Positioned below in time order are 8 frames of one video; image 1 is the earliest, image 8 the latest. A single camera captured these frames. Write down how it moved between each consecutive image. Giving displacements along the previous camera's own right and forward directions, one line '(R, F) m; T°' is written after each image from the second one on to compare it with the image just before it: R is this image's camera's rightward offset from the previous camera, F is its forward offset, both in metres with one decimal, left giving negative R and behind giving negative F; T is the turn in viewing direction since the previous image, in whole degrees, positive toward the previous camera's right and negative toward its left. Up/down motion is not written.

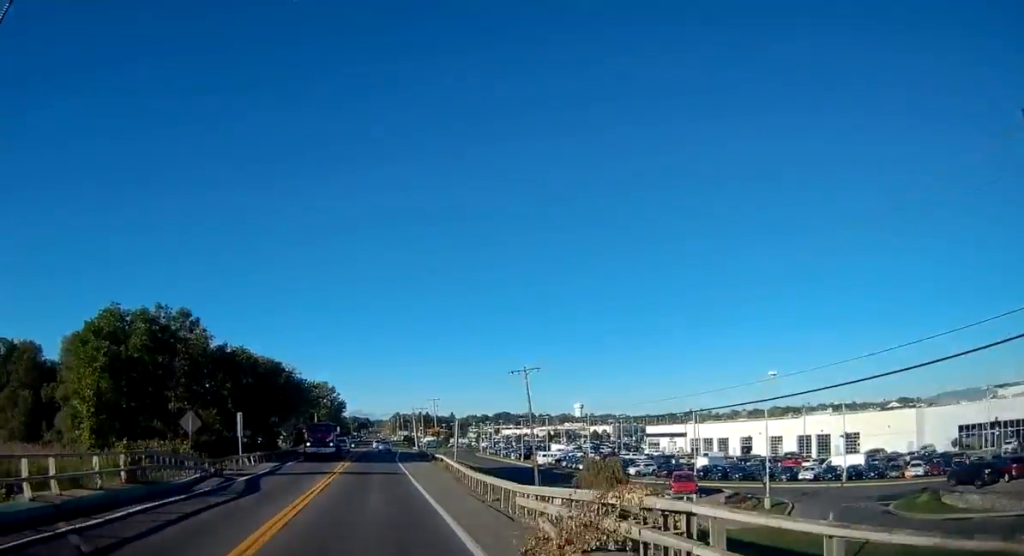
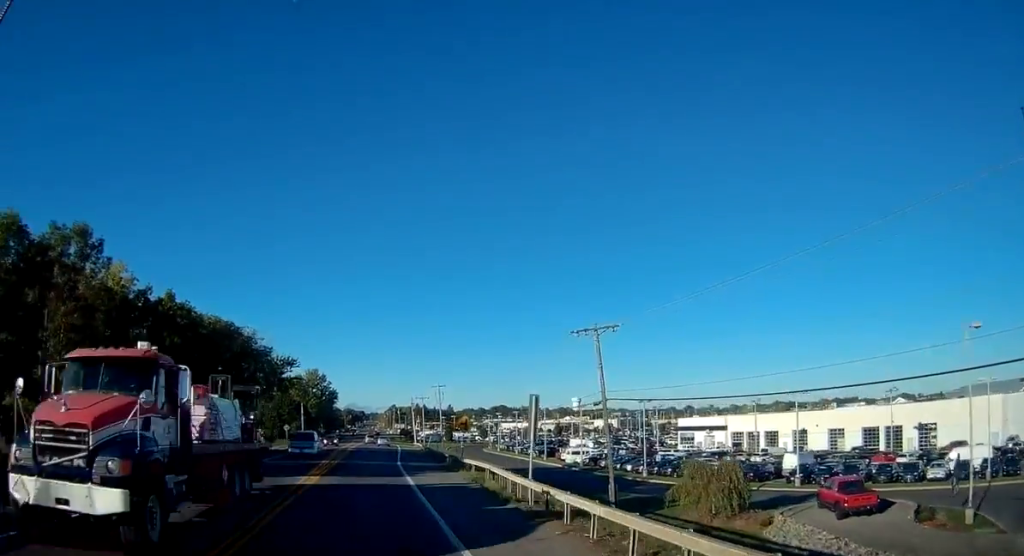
(0.0, +19.0) m; 0°
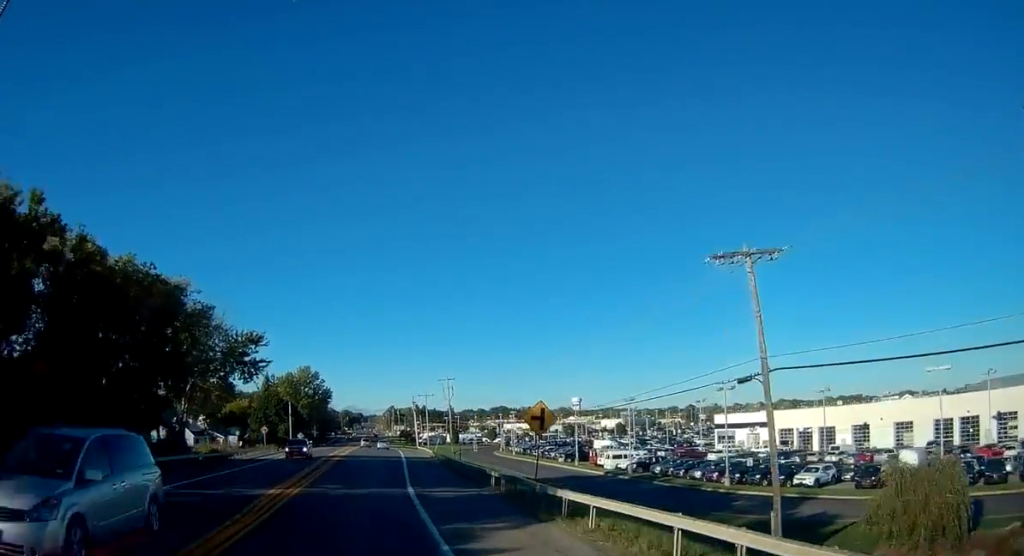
(0.0, +16.4) m; 0°
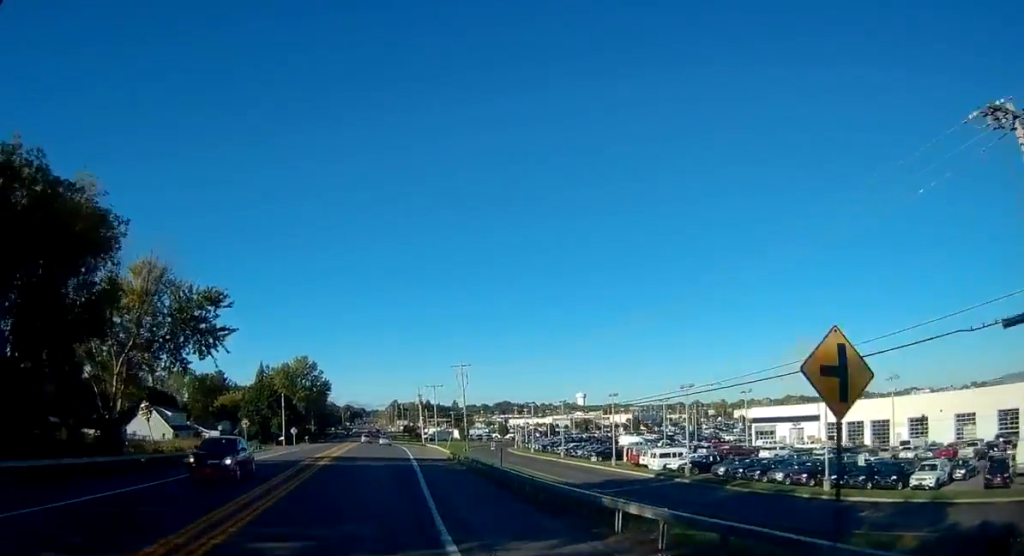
(0.0, +11.9) m; 0°
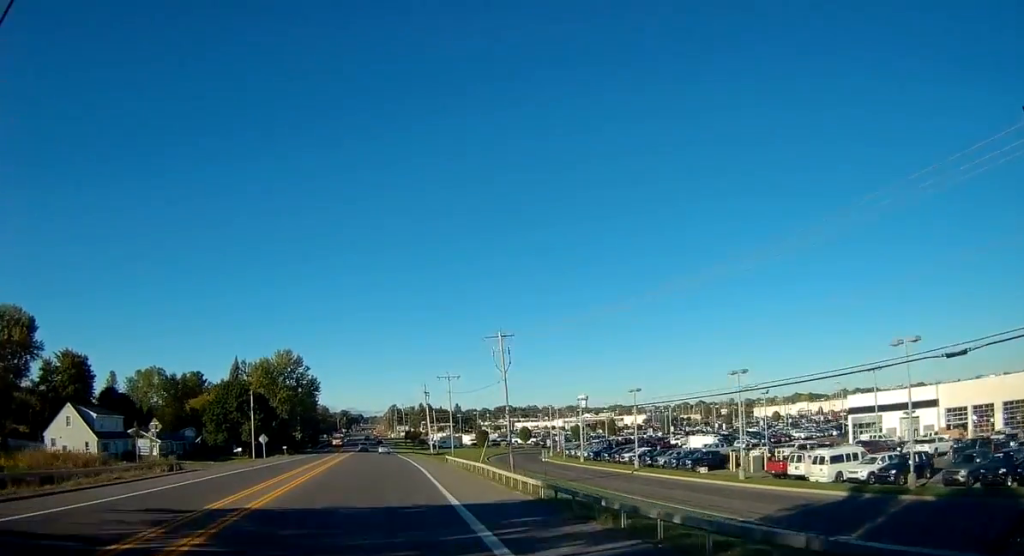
(+0.2, +26.6) m; +1°
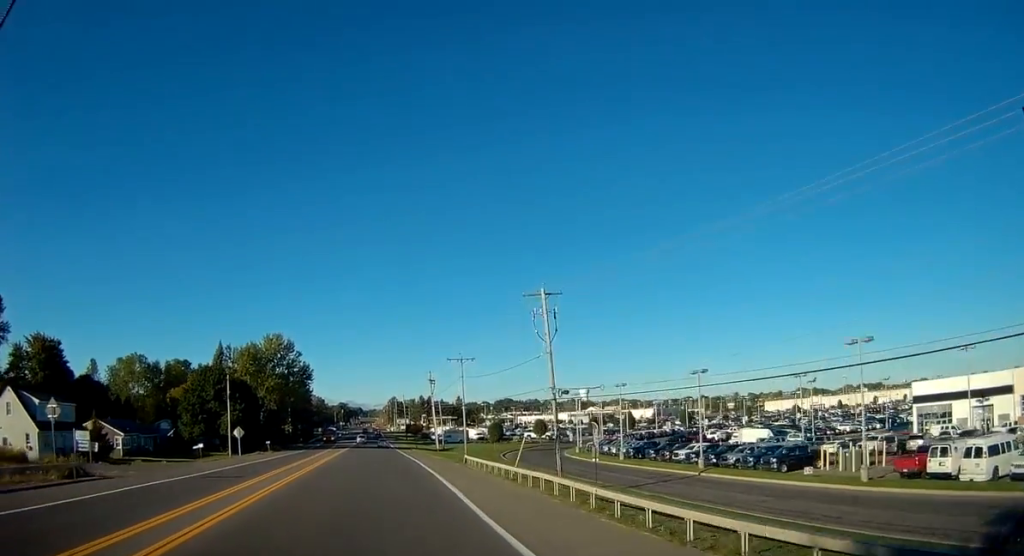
(+0.1, +13.2) m; 0°
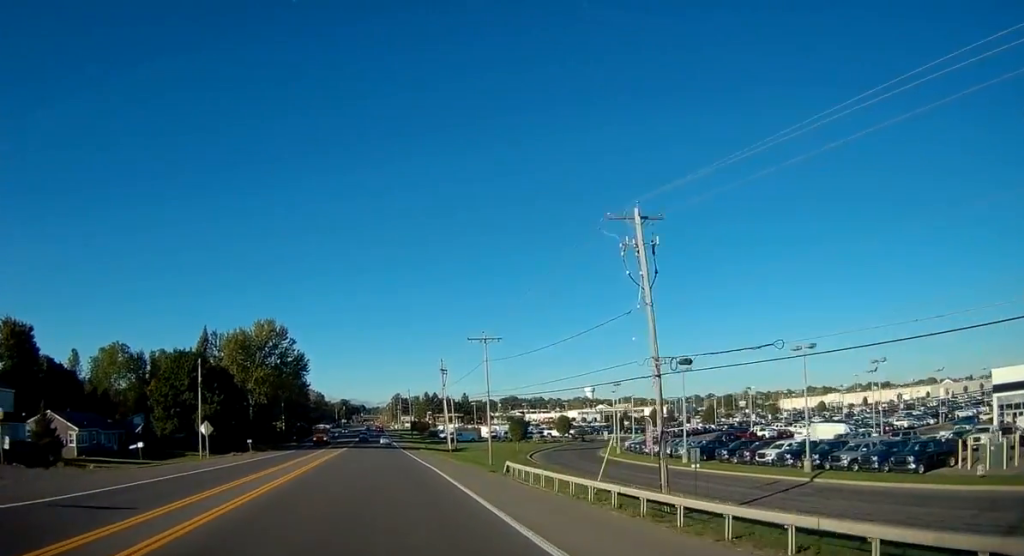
(-0.2, +13.3) m; -1°
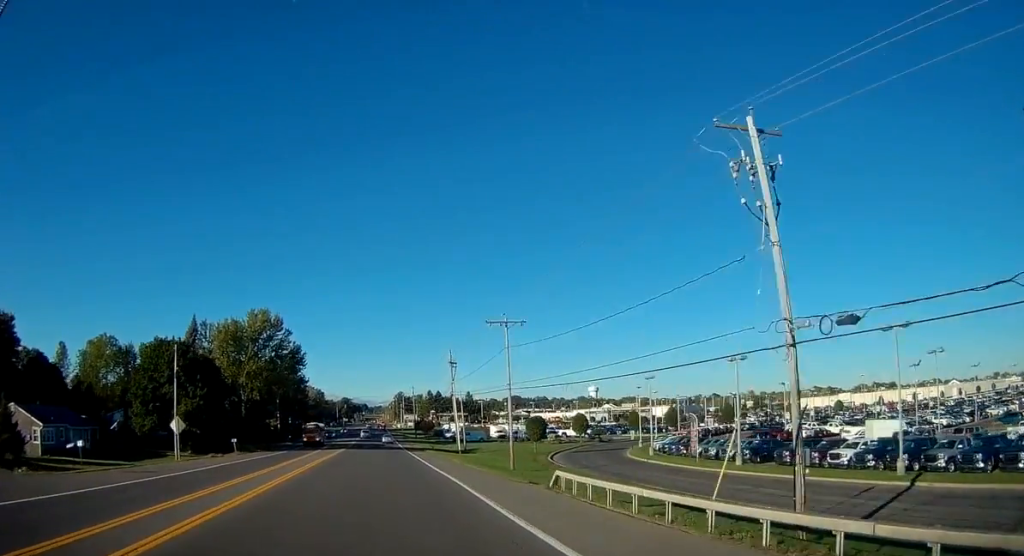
(-0.1, +8.4) m; 0°
